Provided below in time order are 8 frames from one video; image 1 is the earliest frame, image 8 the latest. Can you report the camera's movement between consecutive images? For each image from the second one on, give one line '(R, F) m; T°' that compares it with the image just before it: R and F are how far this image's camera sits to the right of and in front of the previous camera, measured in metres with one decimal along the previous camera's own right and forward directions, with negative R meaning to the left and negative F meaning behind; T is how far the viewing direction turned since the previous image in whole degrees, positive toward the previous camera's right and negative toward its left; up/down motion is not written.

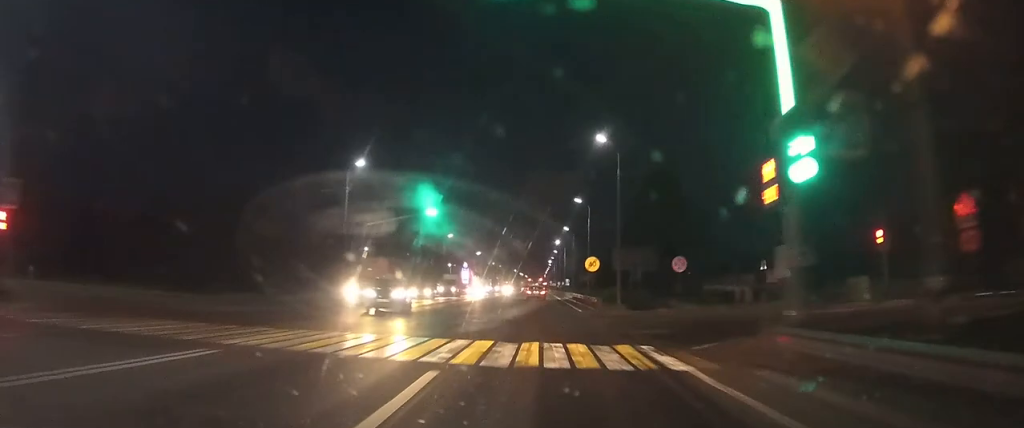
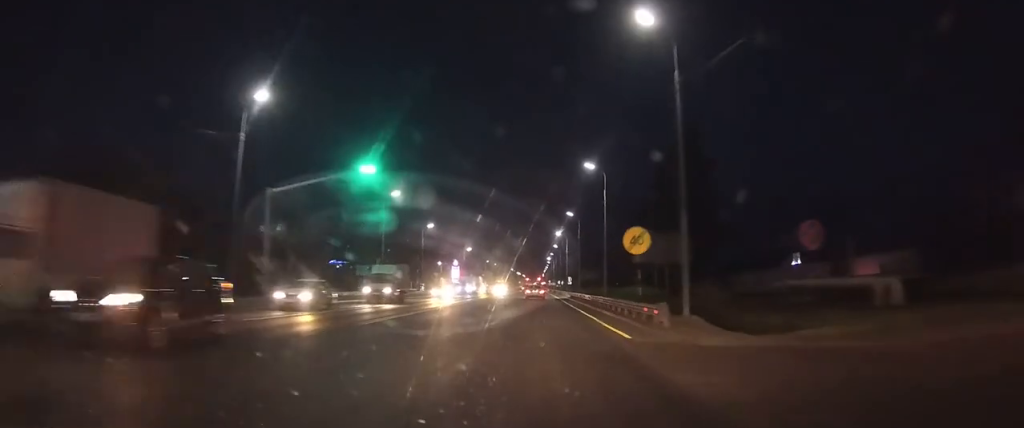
(0.0, +19.3) m; 0°
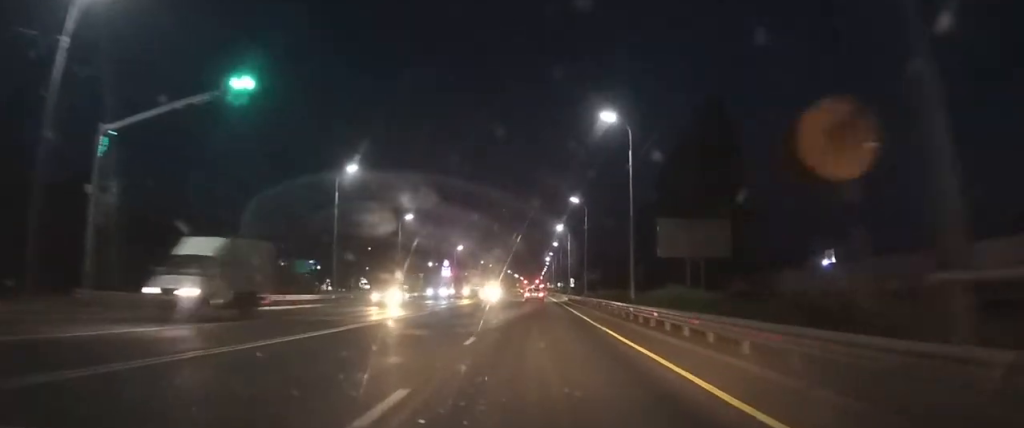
(0.0, +13.2) m; 0°
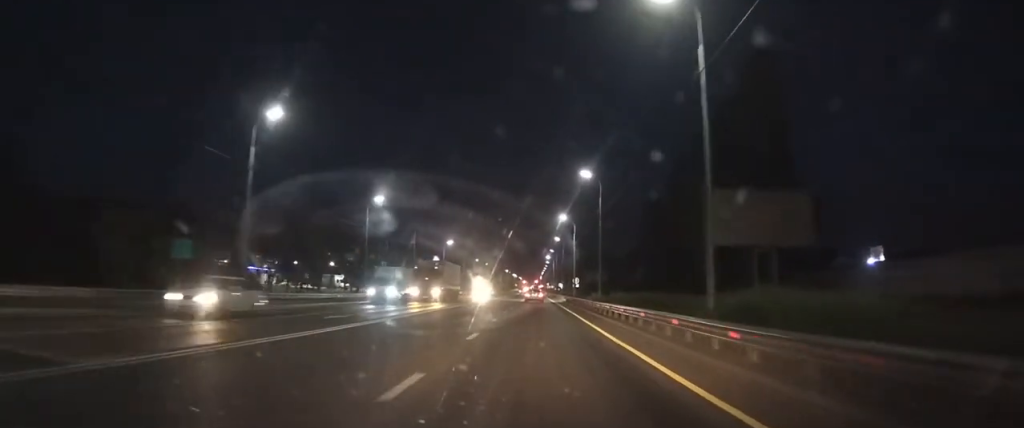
(0.0, +12.2) m; 0°
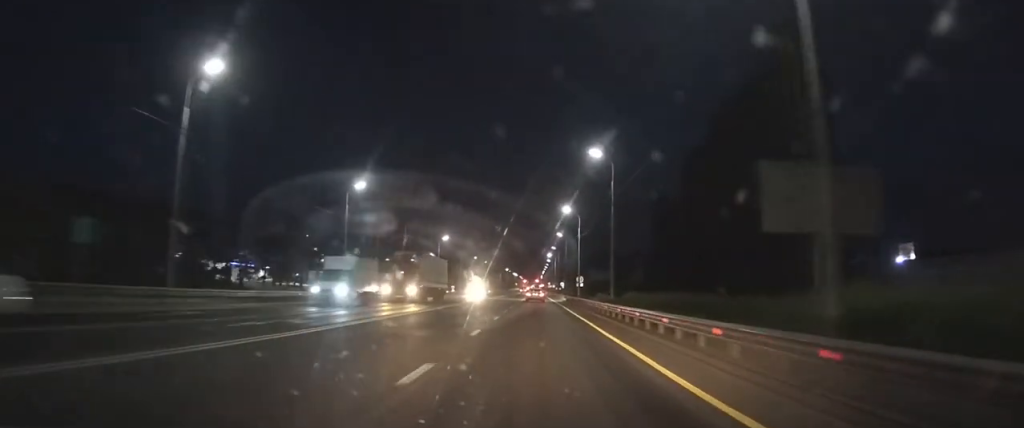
(0.0, +5.3) m; 0°
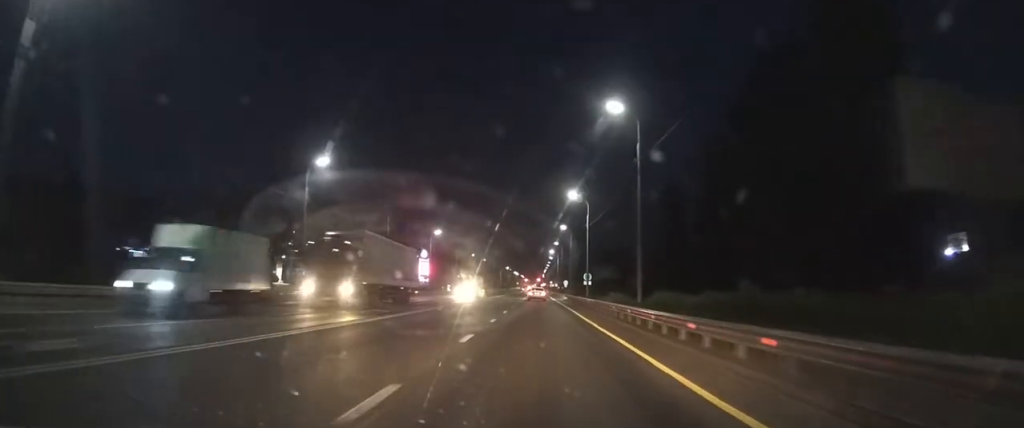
(0.0, +7.3) m; 0°
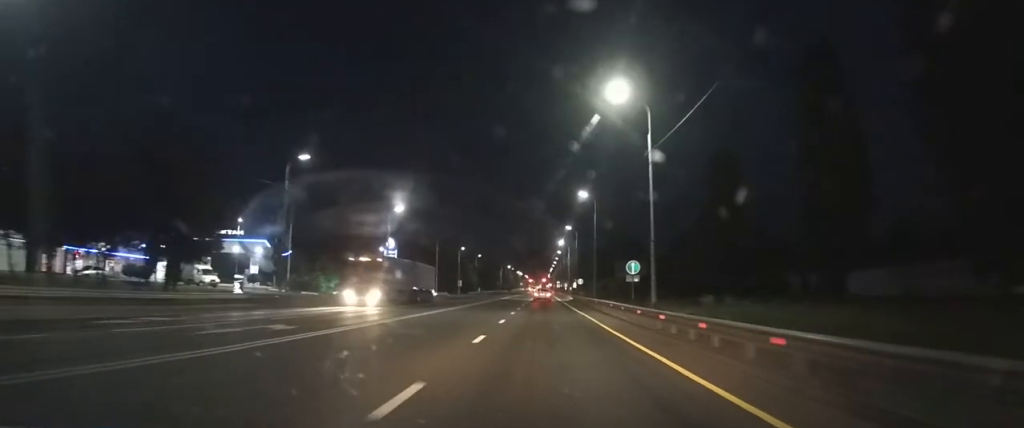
(0.0, +24.6) m; 0°
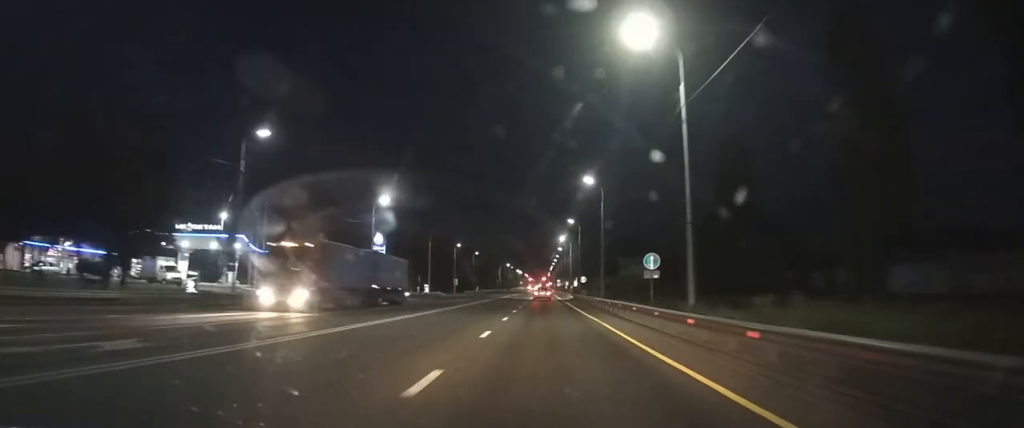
(0.0, +6.3) m; 0°
